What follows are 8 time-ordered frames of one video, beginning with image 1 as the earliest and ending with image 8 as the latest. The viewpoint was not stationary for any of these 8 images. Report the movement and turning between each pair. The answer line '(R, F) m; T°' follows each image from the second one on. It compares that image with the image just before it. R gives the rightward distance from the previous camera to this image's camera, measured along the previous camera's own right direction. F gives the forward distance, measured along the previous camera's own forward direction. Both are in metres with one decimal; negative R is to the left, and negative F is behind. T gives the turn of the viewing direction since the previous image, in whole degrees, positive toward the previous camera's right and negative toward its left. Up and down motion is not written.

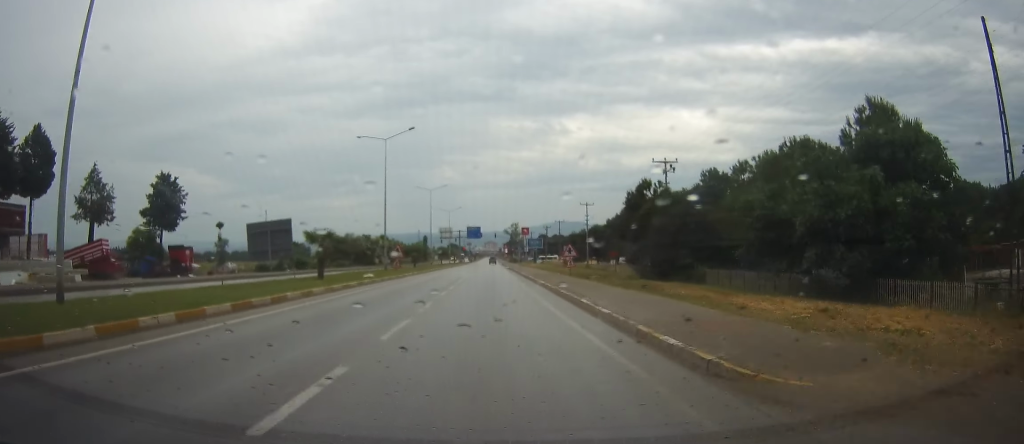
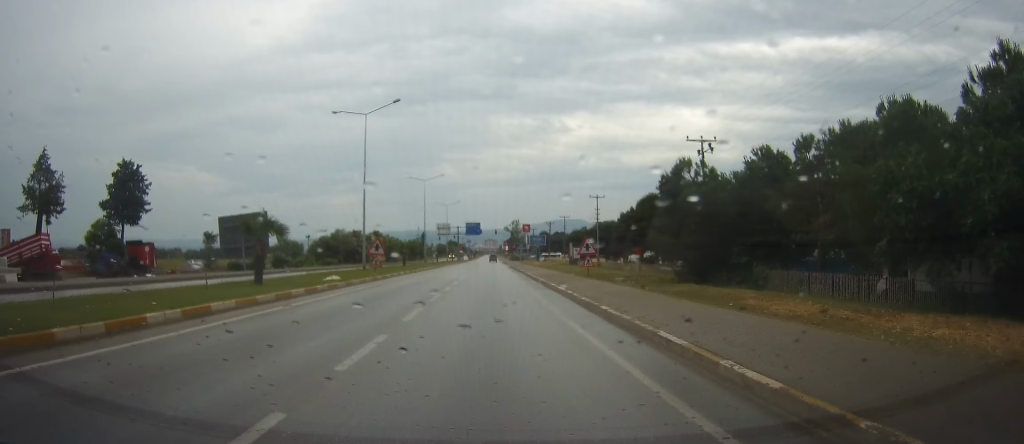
(-0.3, +10.3) m; -1°
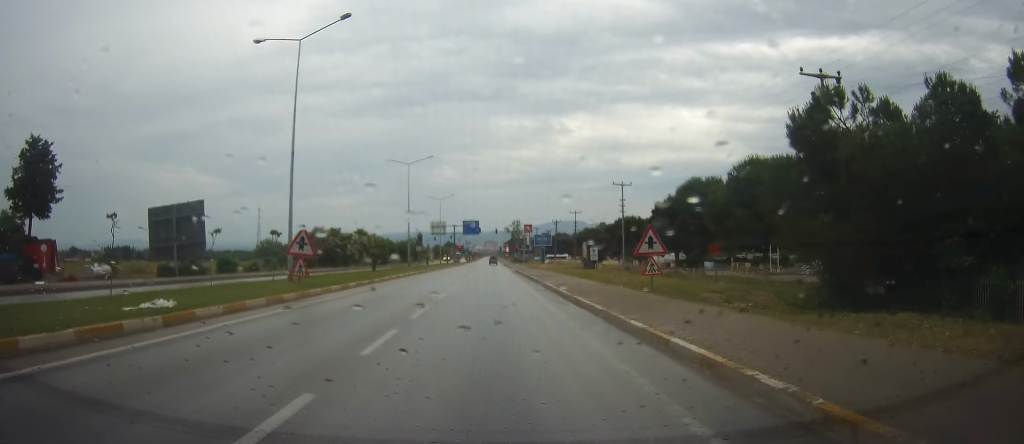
(+0.3, +18.3) m; +1°
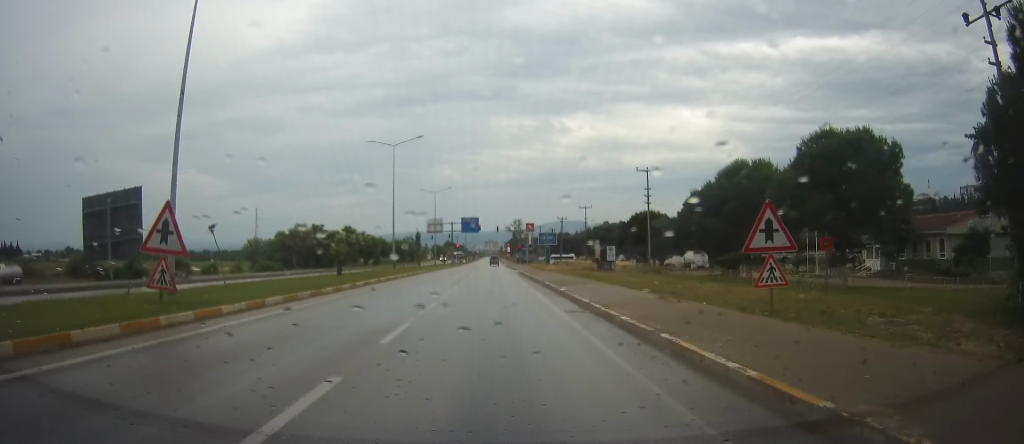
(-0.1, +13.2) m; +1°
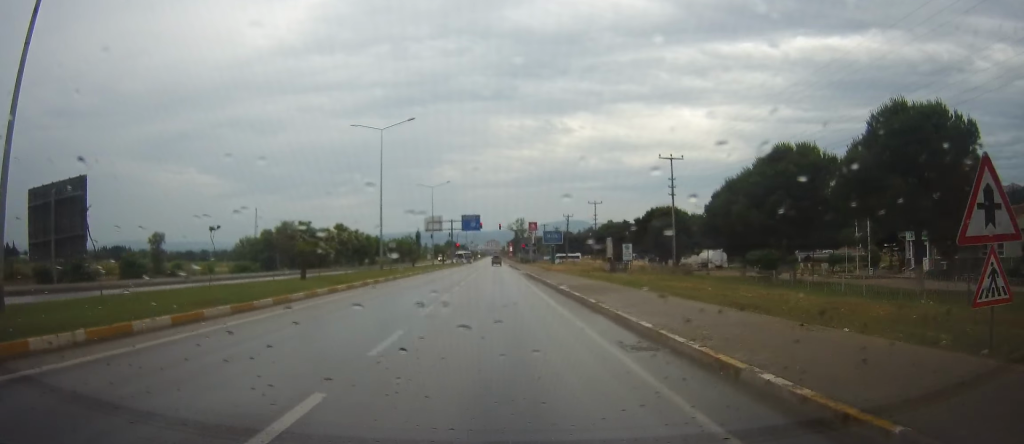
(+0.2, +8.9) m; +1°
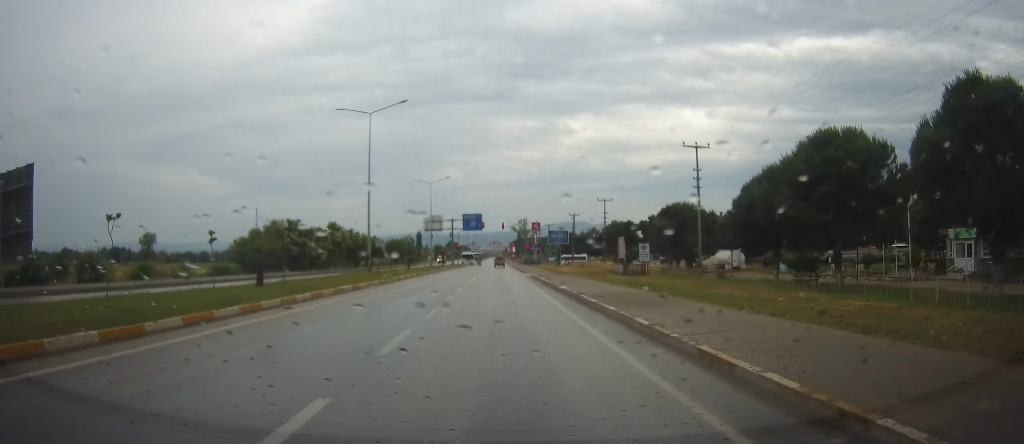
(+0.1, +7.1) m; 0°
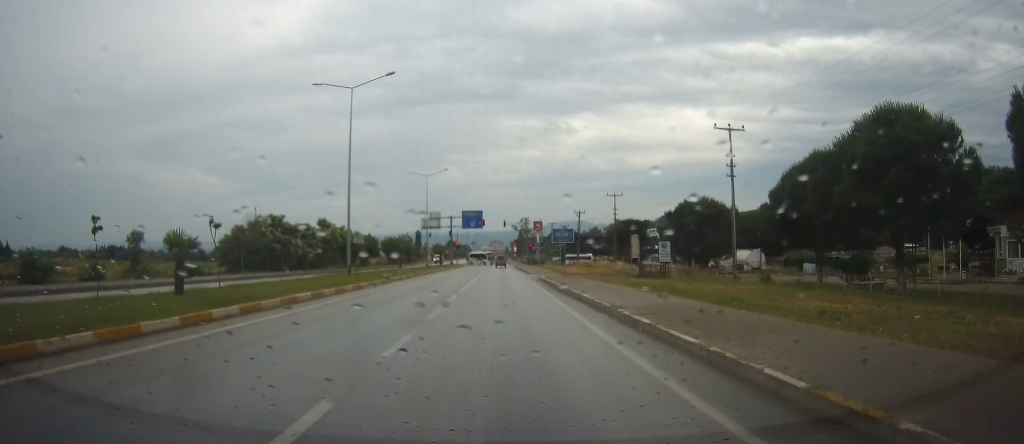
(0.0, +8.0) m; 0°
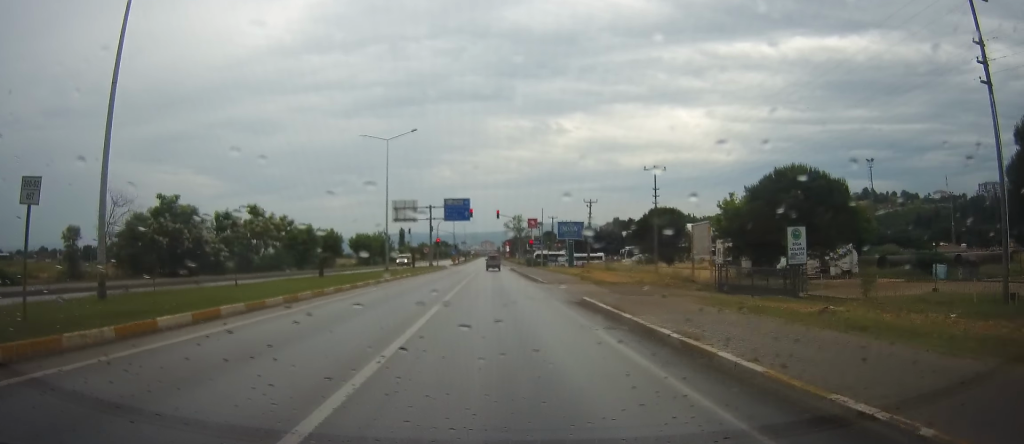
(-0.7, +27.5) m; +1°
